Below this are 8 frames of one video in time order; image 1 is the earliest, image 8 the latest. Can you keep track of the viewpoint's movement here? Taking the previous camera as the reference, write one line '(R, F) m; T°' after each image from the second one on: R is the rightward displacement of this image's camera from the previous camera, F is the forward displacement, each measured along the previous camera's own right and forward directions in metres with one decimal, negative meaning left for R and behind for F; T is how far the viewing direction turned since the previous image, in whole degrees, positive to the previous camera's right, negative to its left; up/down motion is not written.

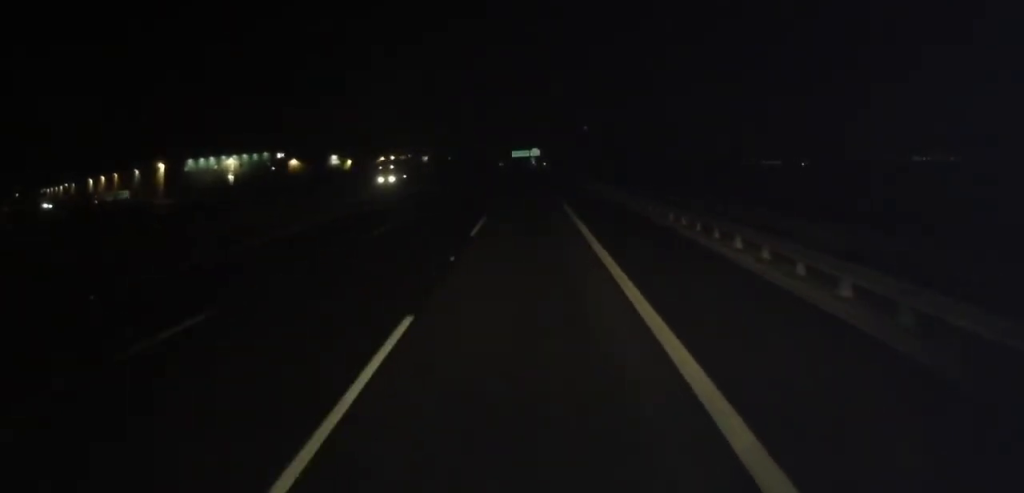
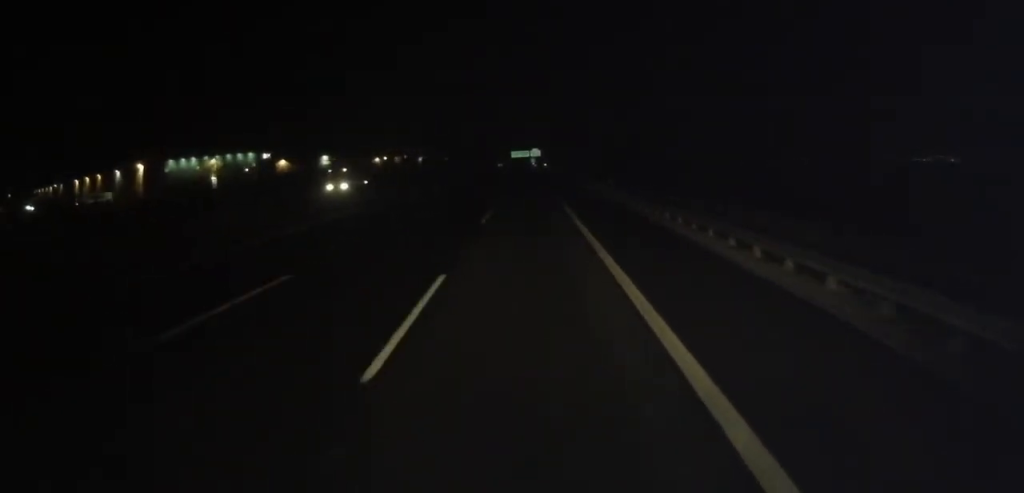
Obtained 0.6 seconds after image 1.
(+0.2, +13.2) m; +1°
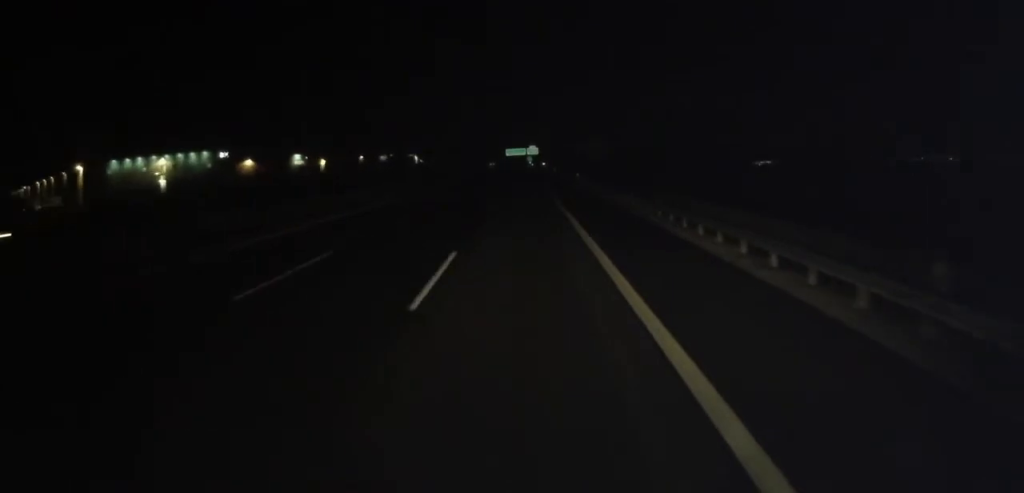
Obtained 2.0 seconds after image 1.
(+0.2, +30.8) m; -1°
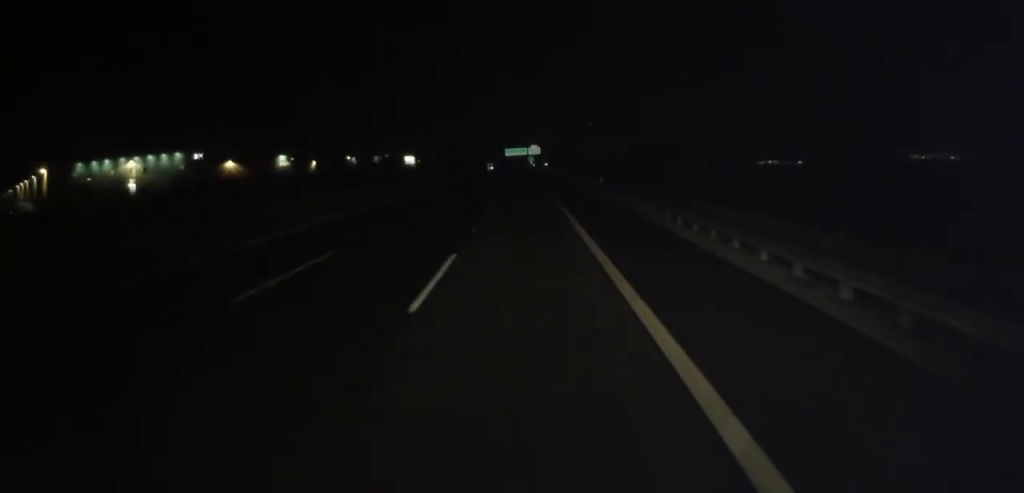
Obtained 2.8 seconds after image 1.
(-0.2, +16.9) m; 0°
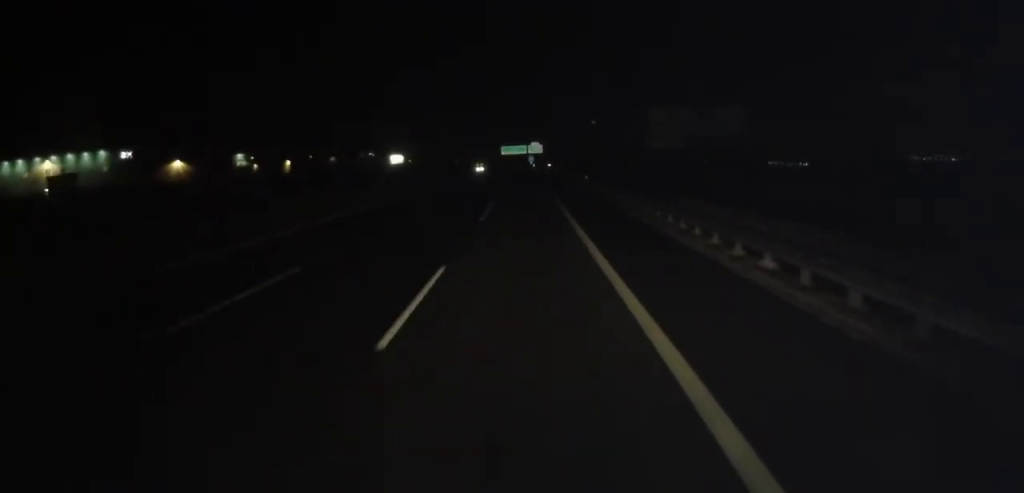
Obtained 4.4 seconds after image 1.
(+0.4, +35.8) m; +1°
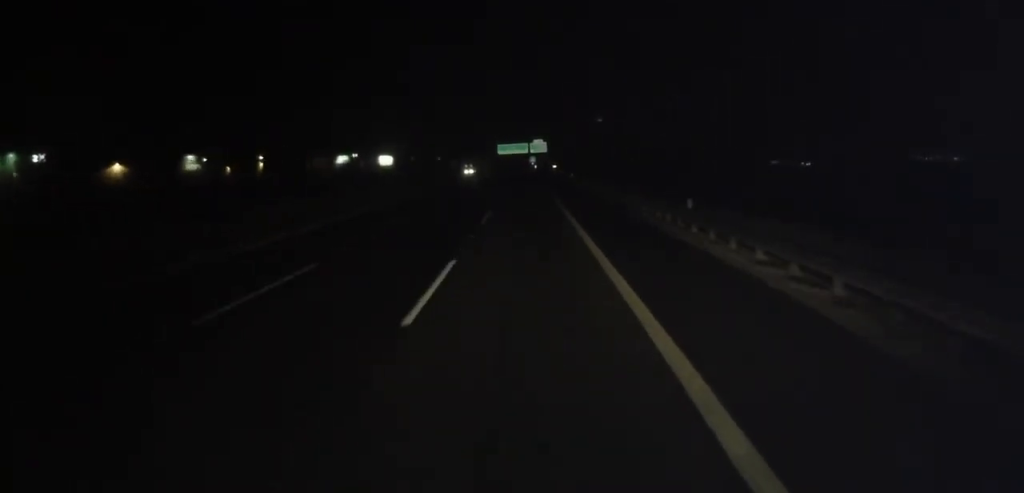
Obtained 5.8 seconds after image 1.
(0.0, +32.6) m; 0°
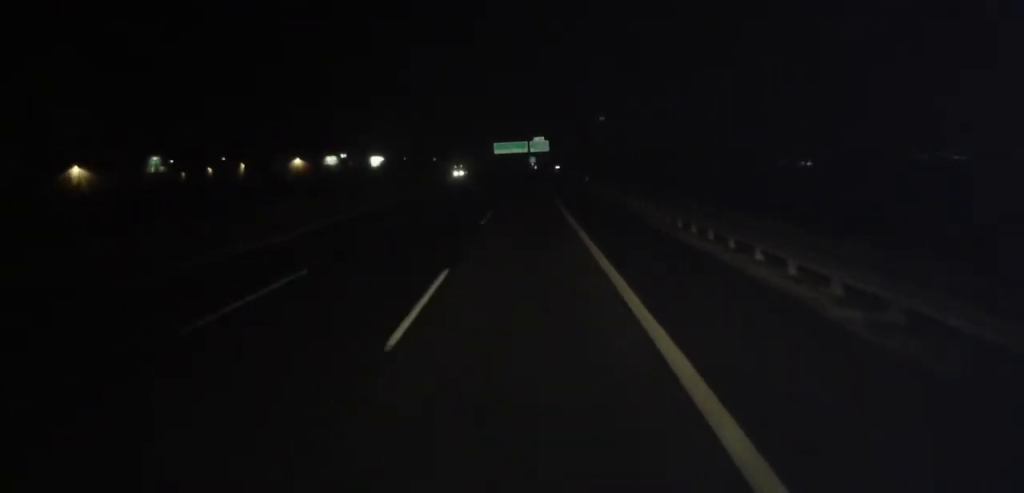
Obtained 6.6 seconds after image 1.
(0.0, +17.5) m; 0°
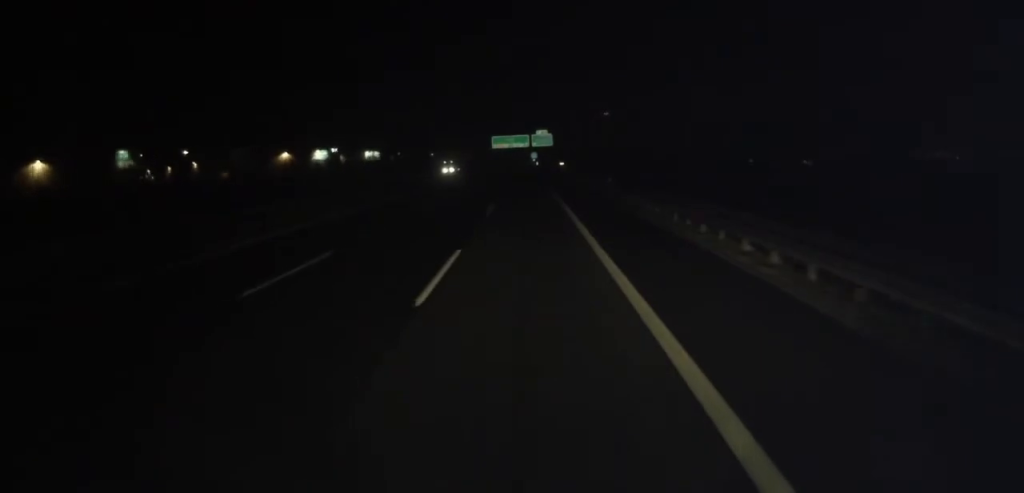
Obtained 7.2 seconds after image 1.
(0.0, +14.5) m; 0°
